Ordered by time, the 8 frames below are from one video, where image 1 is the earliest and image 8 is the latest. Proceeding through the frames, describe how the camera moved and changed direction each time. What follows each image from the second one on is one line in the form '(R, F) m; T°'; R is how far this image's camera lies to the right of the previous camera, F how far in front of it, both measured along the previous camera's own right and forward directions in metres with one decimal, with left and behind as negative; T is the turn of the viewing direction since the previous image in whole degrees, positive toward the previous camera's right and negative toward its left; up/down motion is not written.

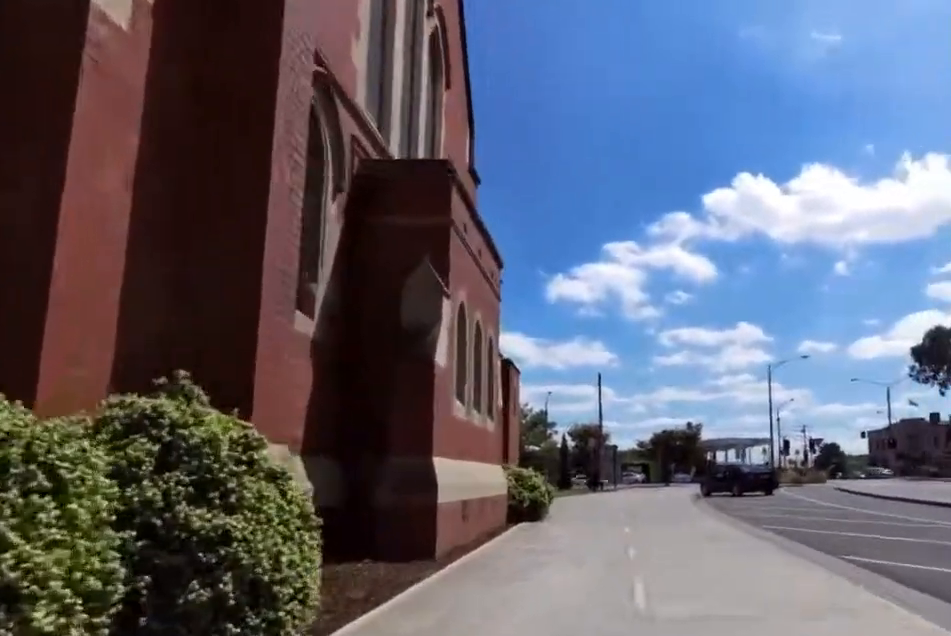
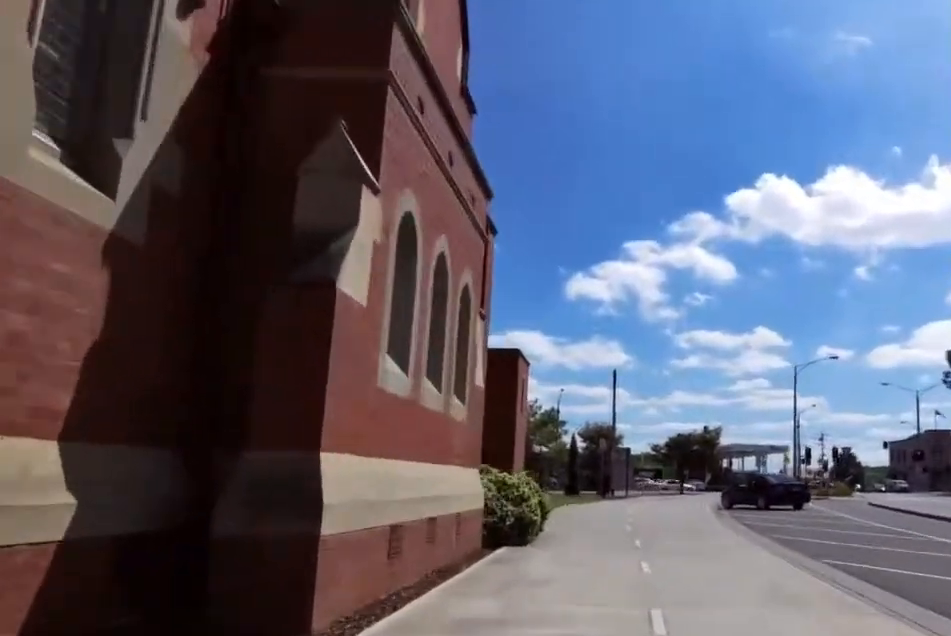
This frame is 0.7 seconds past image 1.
(0.0, +3.6) m; +9°
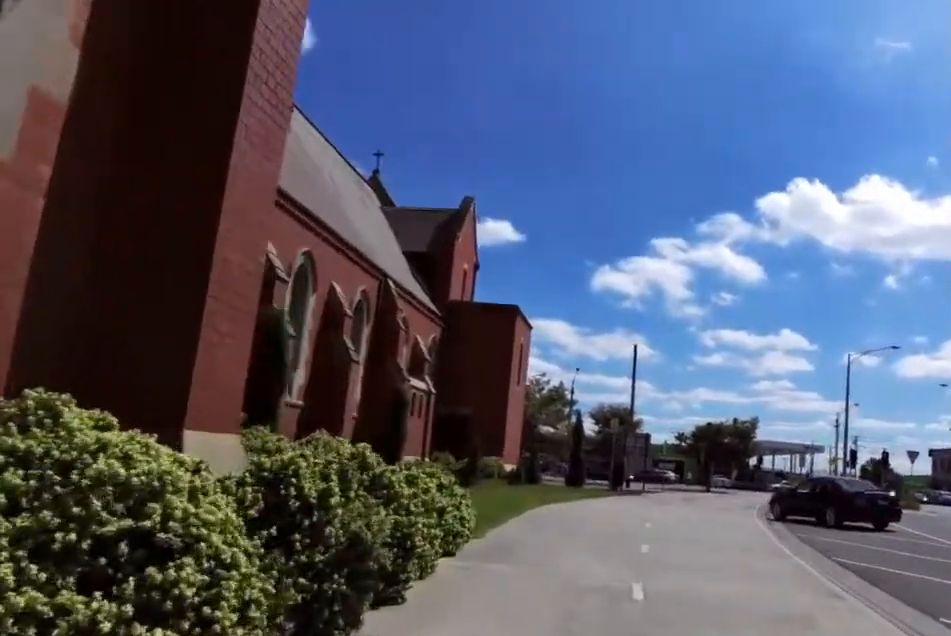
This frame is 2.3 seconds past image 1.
(+0.2, +9.0) m; -8°
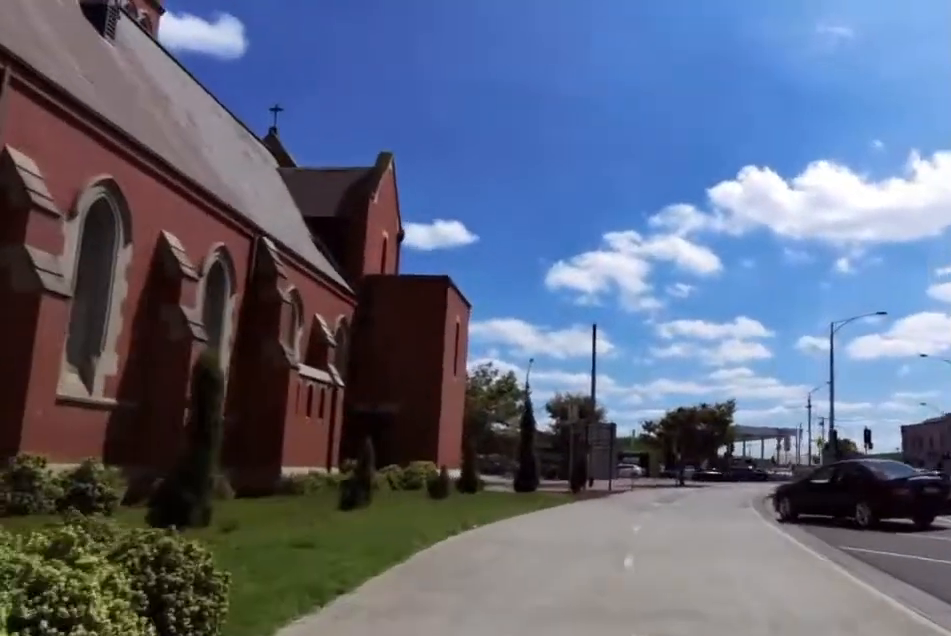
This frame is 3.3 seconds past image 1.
(-0.6, +6.2) m; +1°
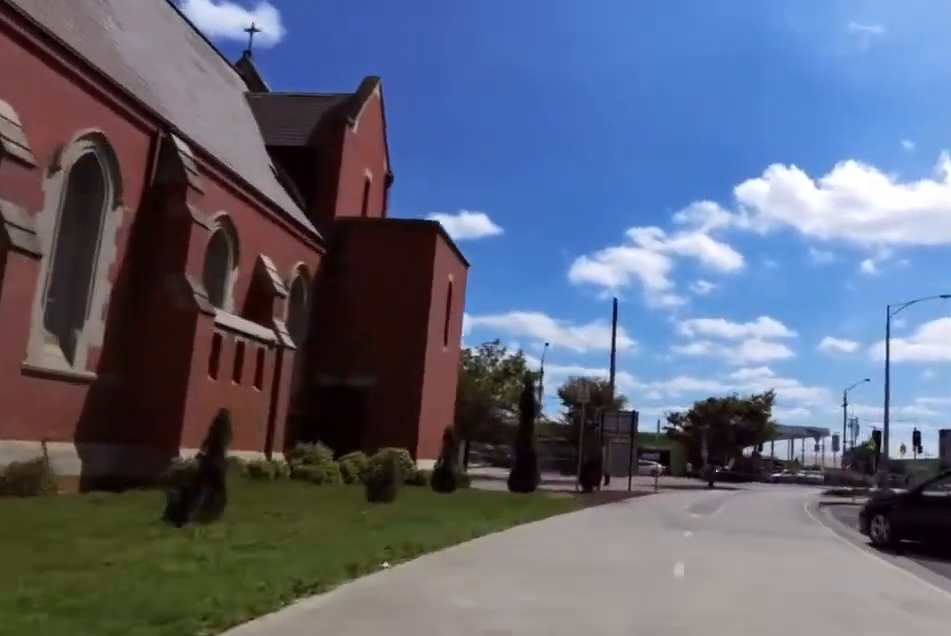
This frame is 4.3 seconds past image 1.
(+0.7, +6.0) m; +13°
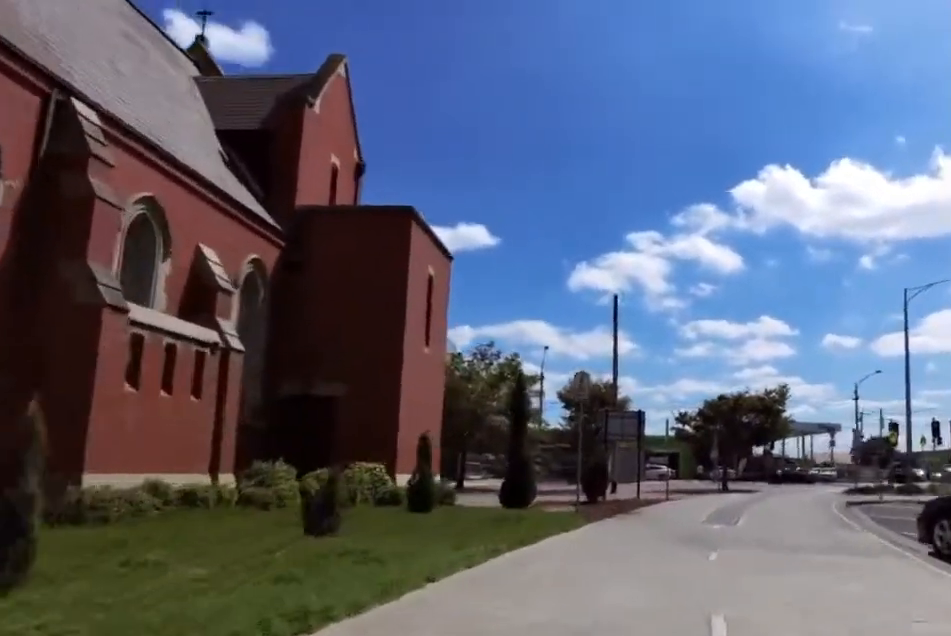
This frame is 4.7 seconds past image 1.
(+0.1, +2.5) m; +5°
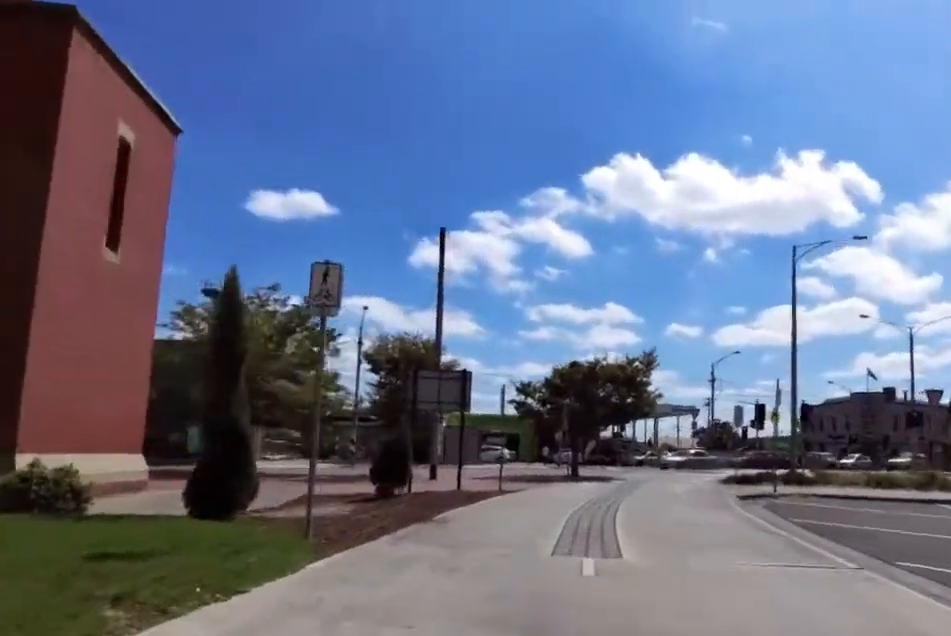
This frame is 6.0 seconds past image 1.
(0.0, +7.6) m; -11°
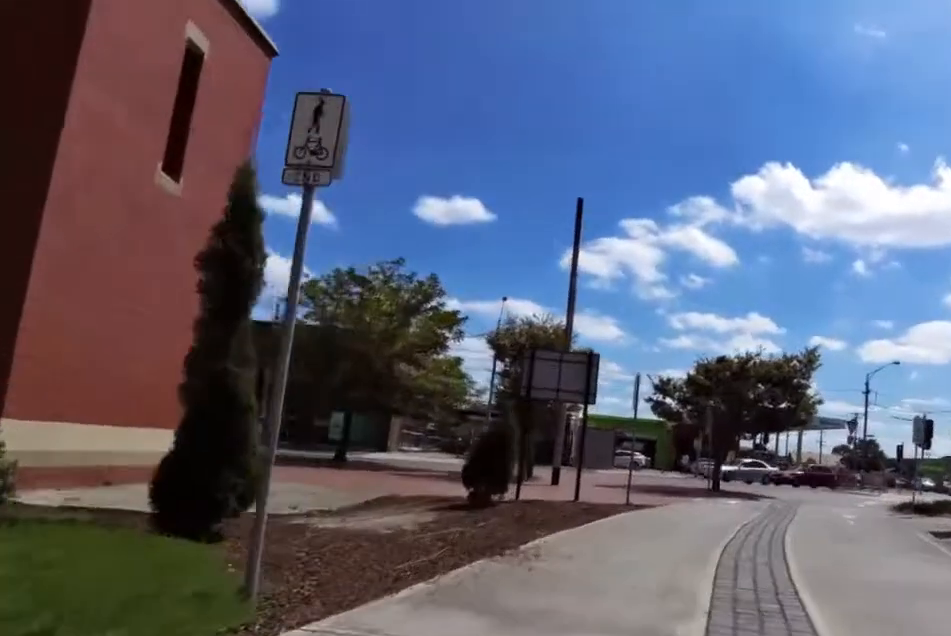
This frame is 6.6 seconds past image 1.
(-1.0, +4.1) m; -2°
